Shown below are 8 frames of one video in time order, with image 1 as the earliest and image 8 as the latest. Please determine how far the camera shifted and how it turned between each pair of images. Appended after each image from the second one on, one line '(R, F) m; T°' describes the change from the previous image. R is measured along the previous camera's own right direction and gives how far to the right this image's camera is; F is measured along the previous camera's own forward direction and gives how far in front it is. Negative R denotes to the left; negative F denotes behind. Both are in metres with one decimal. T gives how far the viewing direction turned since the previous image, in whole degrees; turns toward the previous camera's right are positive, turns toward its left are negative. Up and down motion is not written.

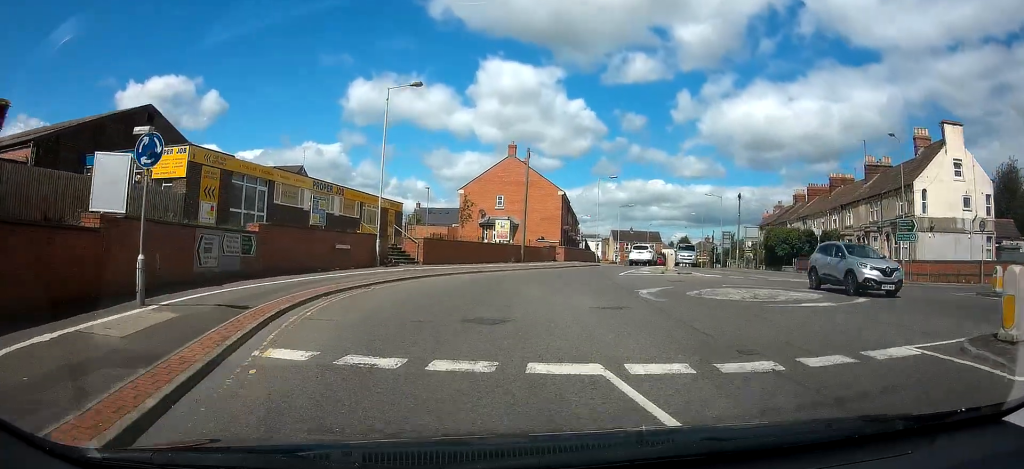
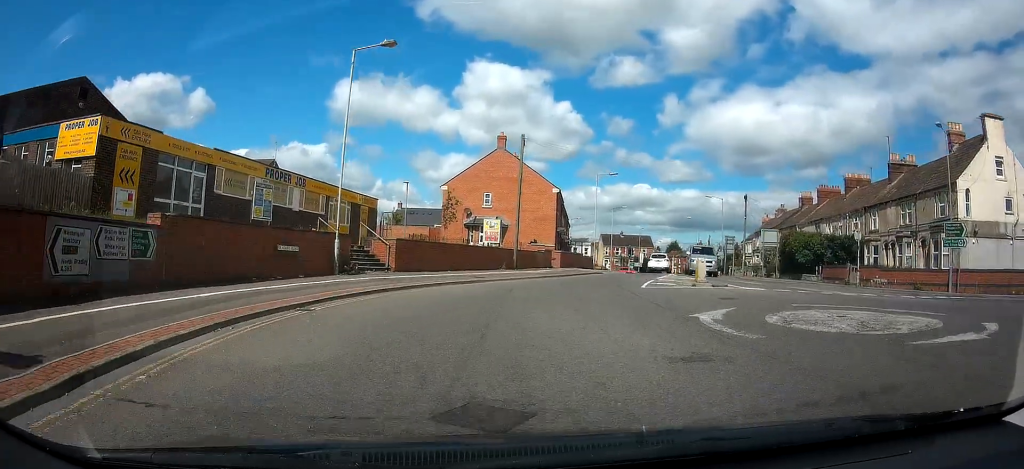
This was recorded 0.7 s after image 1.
(0.0, +5.6) m; +2°
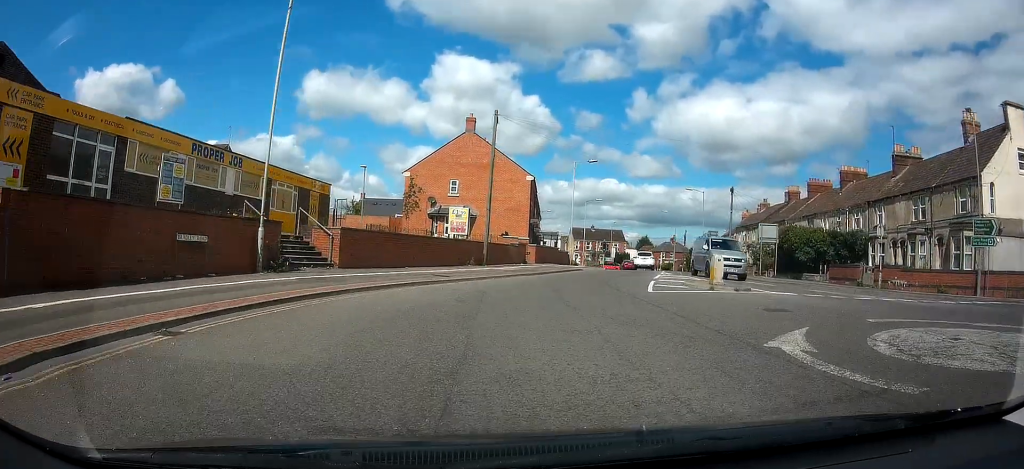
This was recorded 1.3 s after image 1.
(0.0, +4.6) m; +3°
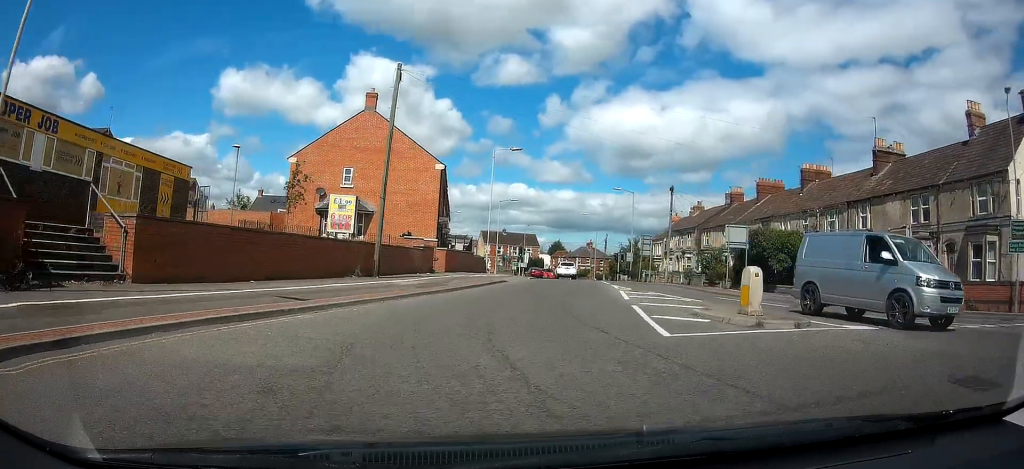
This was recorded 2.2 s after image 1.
(+0.4, +7.9) m; +7°
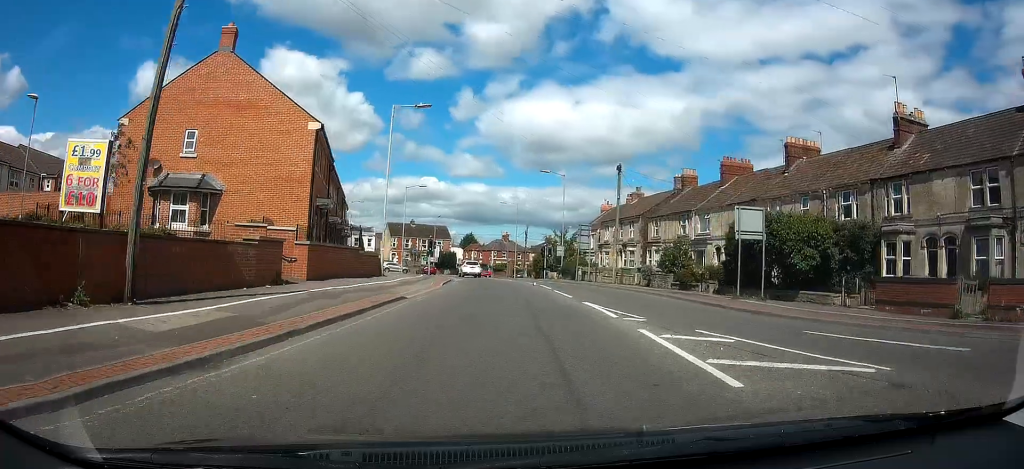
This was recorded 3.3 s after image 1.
(+0.8, +10.5) m; +7°
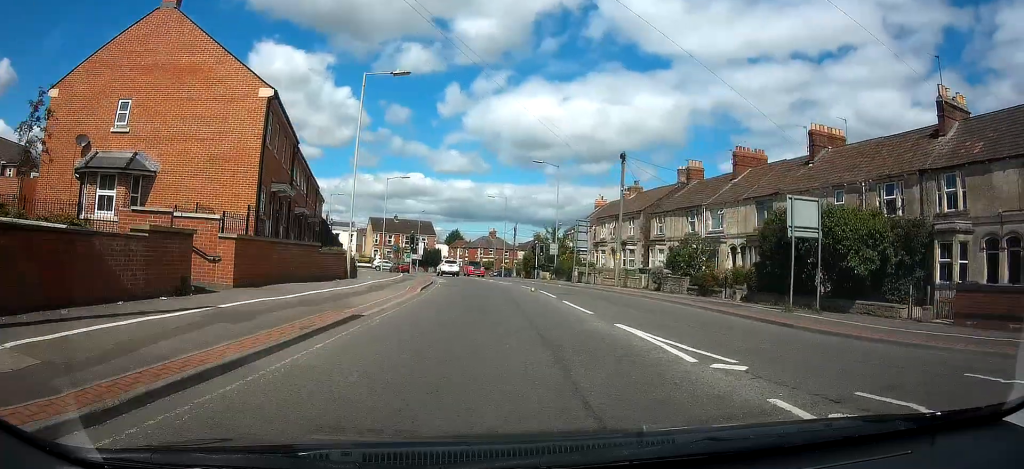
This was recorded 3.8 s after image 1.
(+0.1, +4.6) m; +1°
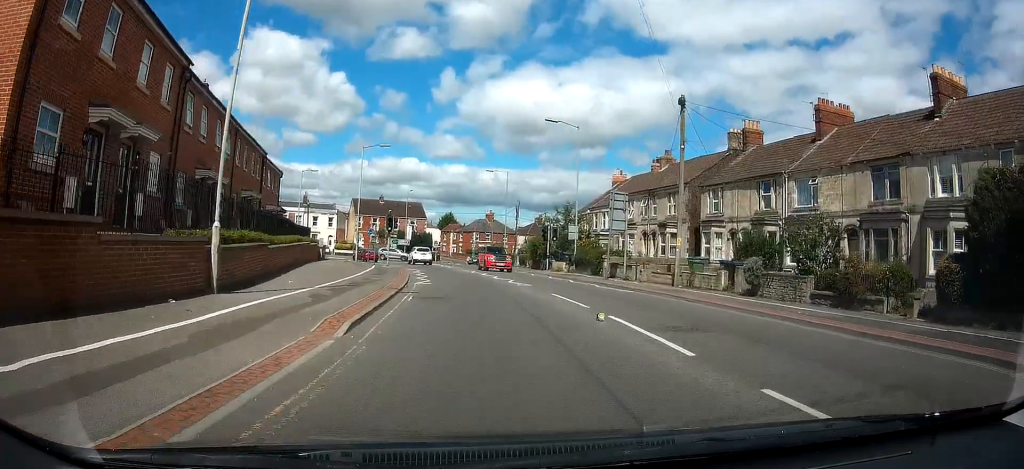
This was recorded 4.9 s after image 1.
(+0.2, +11.4) m; +1°
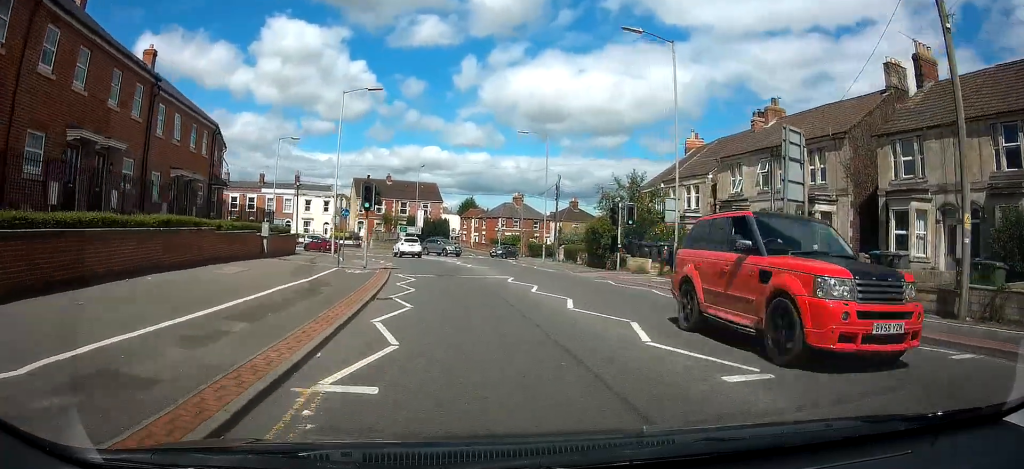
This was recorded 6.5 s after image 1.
(-0.2, +15.8) m; -3°
